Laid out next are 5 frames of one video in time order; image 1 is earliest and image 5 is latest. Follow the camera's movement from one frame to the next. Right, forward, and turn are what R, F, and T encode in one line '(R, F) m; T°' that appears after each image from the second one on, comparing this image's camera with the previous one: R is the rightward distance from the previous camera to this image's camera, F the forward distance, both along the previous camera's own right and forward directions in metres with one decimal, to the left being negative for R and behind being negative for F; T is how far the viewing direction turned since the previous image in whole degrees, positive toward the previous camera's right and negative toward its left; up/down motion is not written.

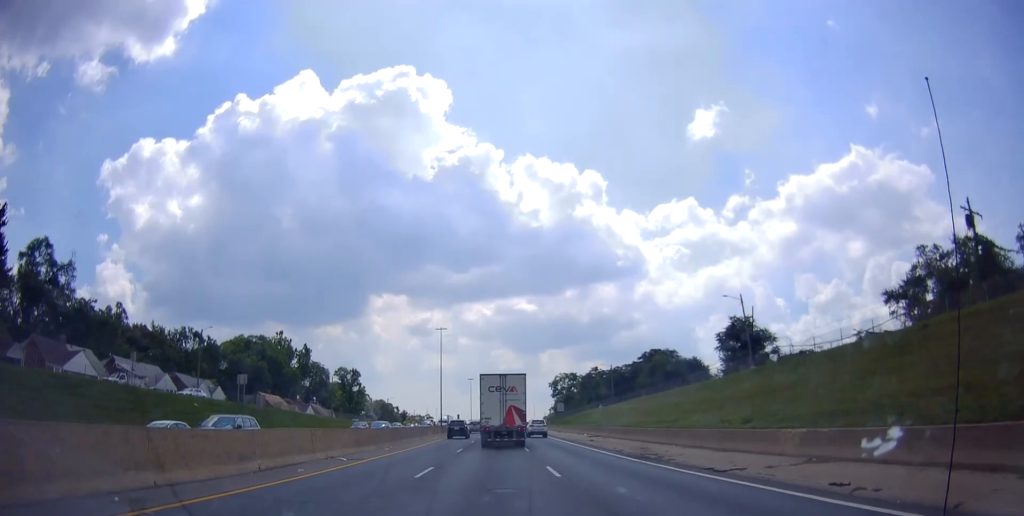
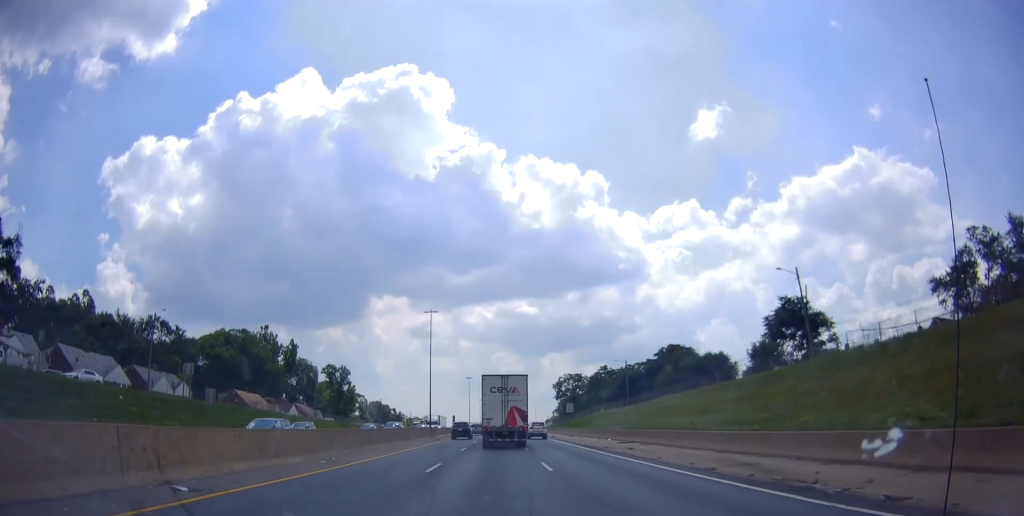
(-0.1, +13.1) m; -1°
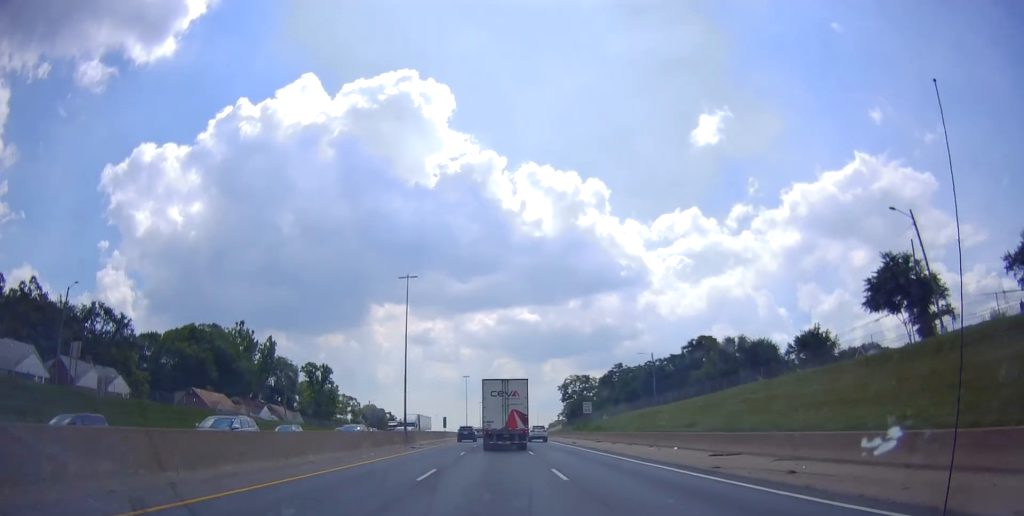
(-0.5, +17.8) m; -1°
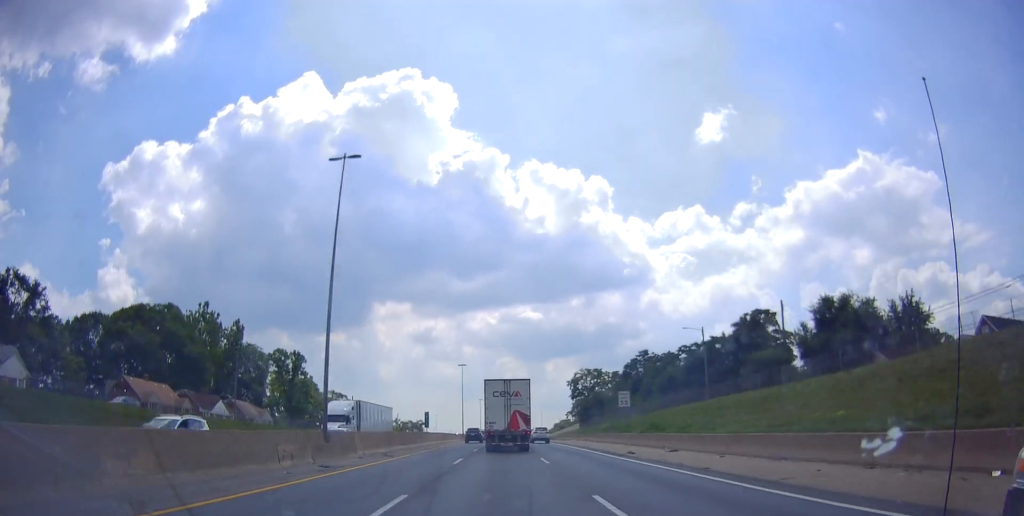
(+0.3, +21.1) m; +2°
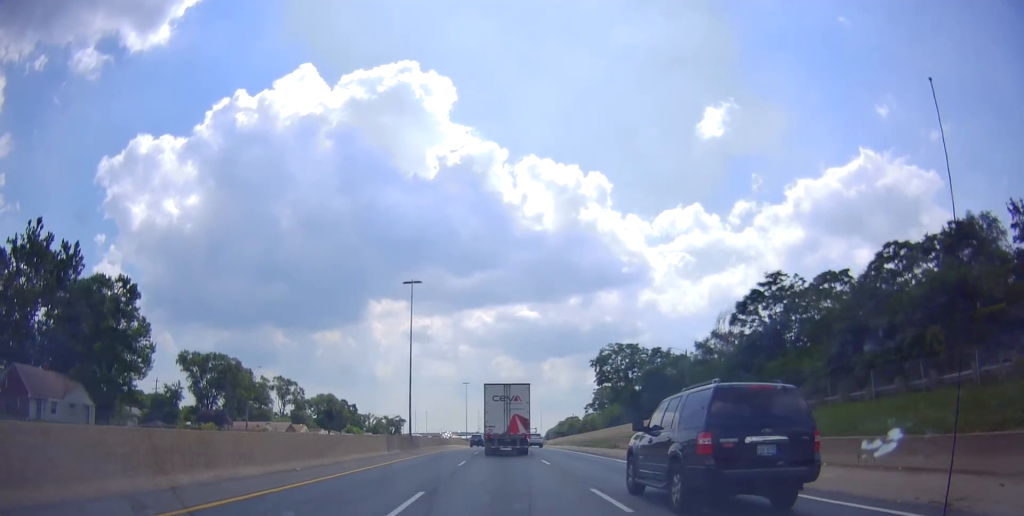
(-1.1, +59.7) m; -2°
